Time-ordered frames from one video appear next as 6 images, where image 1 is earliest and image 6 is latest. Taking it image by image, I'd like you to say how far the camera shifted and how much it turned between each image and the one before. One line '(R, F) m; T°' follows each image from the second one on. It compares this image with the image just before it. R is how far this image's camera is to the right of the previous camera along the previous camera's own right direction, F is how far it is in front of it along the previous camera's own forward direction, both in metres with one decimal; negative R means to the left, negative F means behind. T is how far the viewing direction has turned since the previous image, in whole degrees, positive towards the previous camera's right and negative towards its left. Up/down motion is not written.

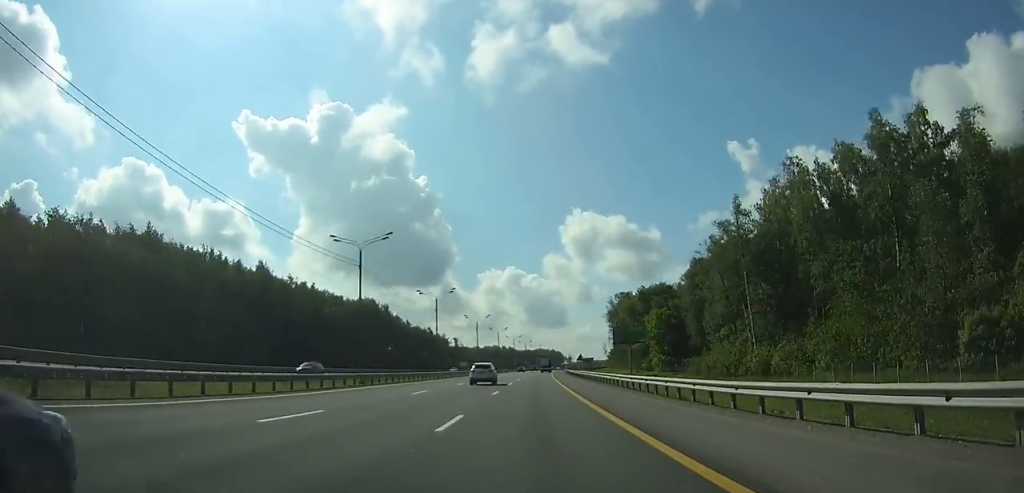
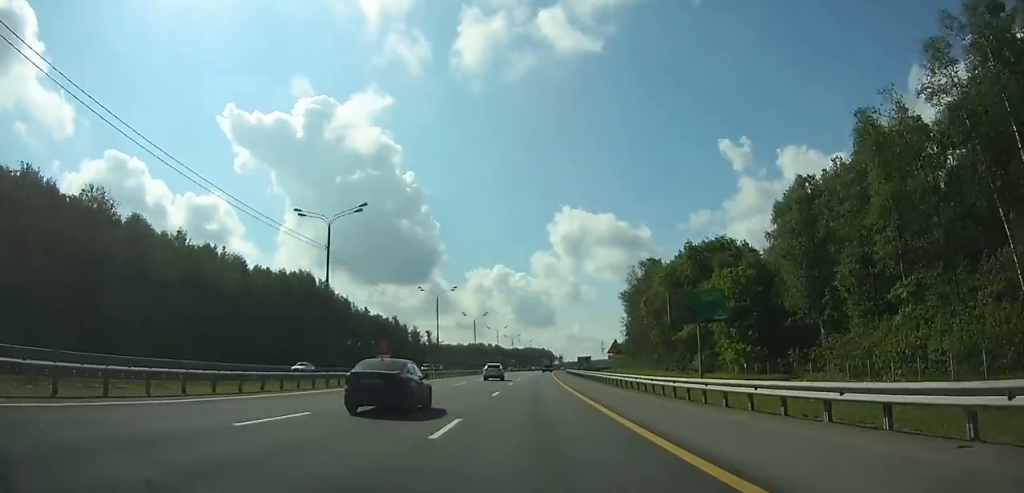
(+0.6, +48.8) m; +1°
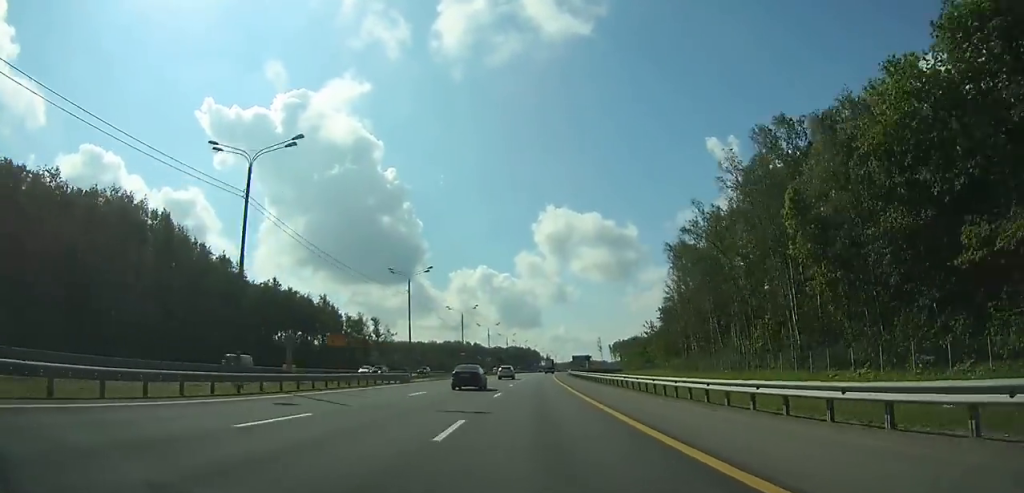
(+1.1, +63.3) m; +2°
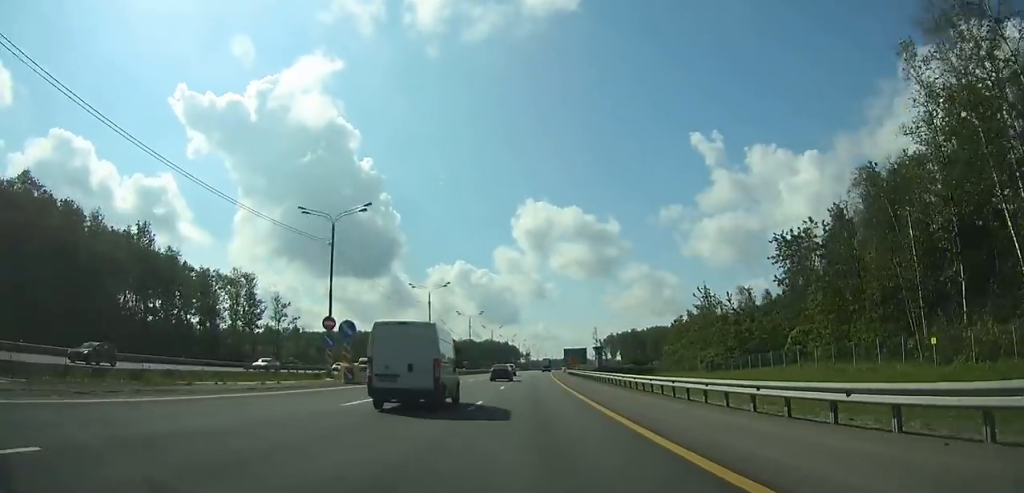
(+1.0, +71.4) m; +2°
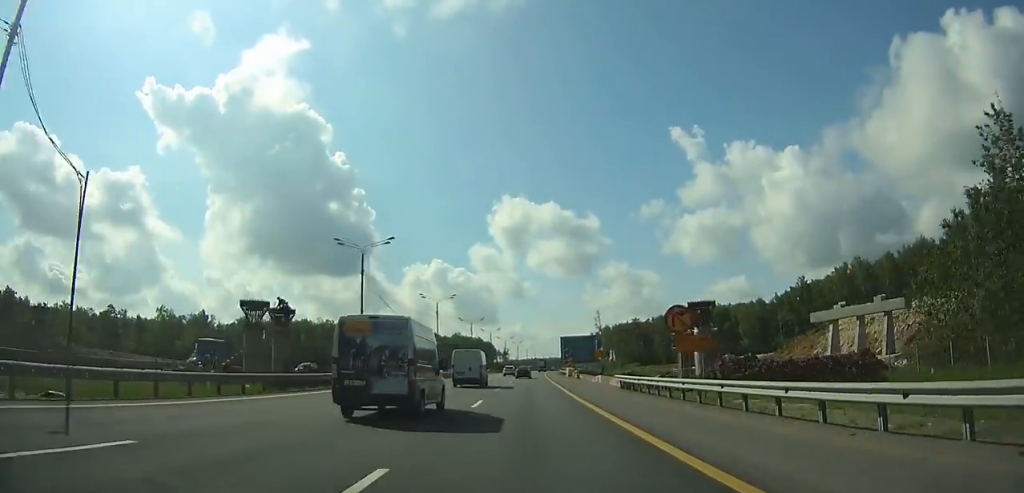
(+1.5, +76.9) m; +2°
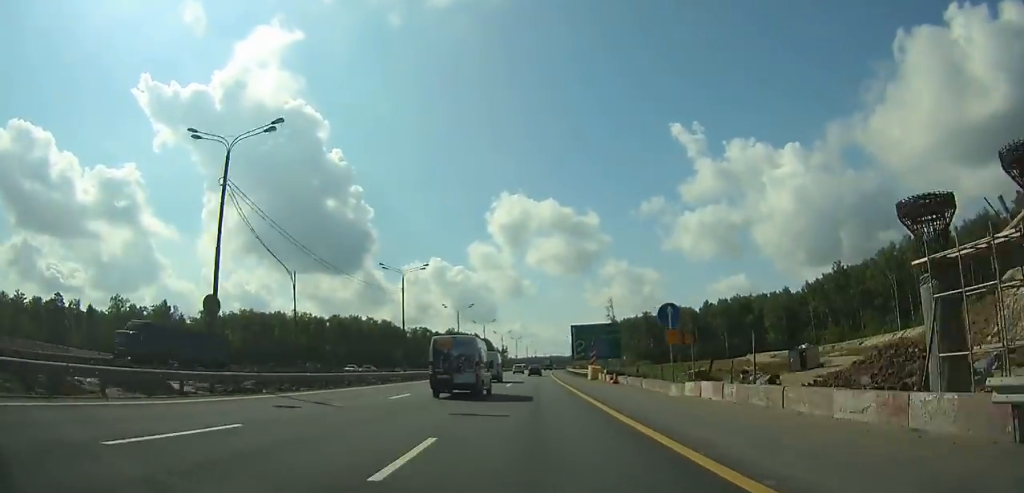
(+0.2, +29.0) m; +1°
